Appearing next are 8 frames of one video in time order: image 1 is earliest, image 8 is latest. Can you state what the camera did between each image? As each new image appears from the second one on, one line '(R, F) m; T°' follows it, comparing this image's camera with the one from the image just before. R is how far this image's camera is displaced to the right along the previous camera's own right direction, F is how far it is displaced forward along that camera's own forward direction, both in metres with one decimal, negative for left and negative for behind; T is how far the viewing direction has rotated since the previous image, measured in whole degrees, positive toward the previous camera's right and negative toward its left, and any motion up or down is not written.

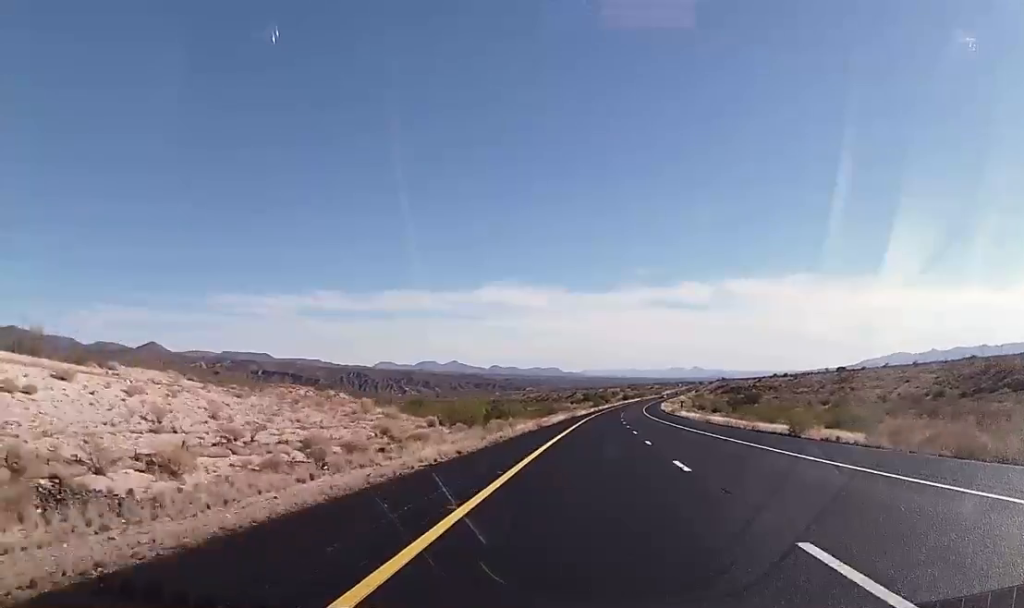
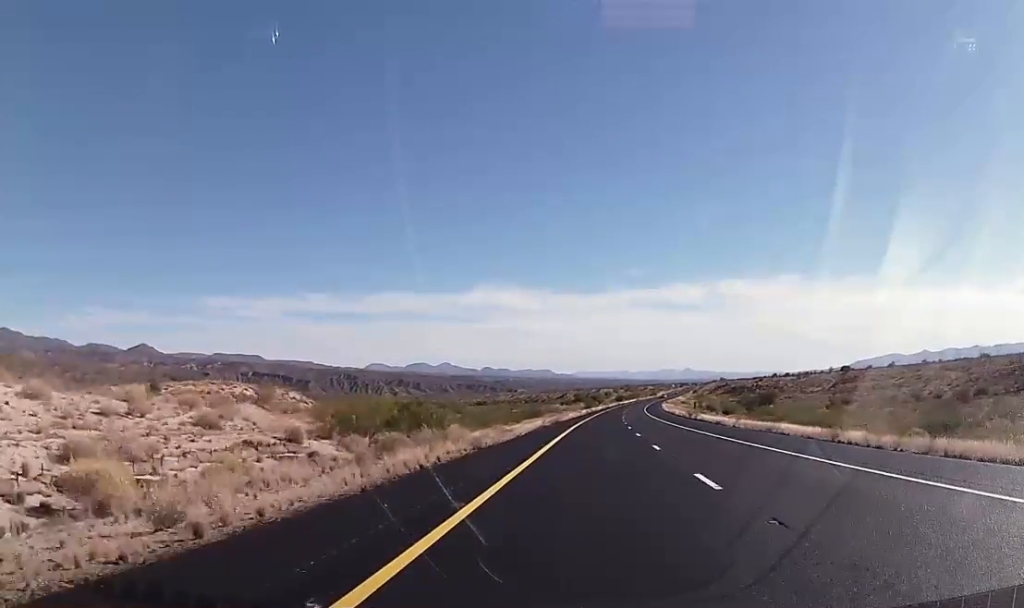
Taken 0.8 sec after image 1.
(-0.1, +27.8) m; +1°
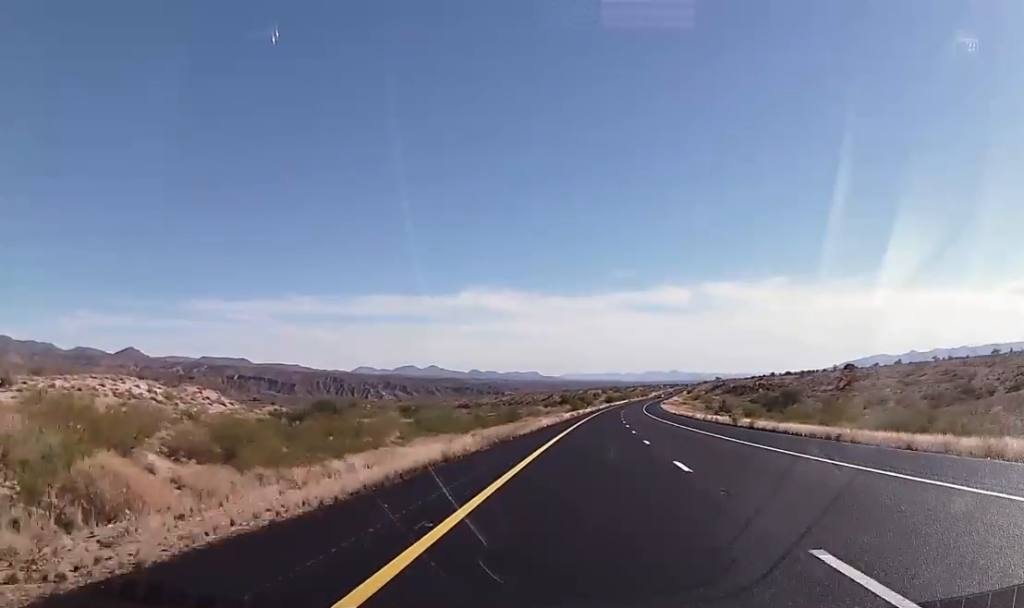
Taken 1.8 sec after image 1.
(+0.4, +33.3) m; +1°
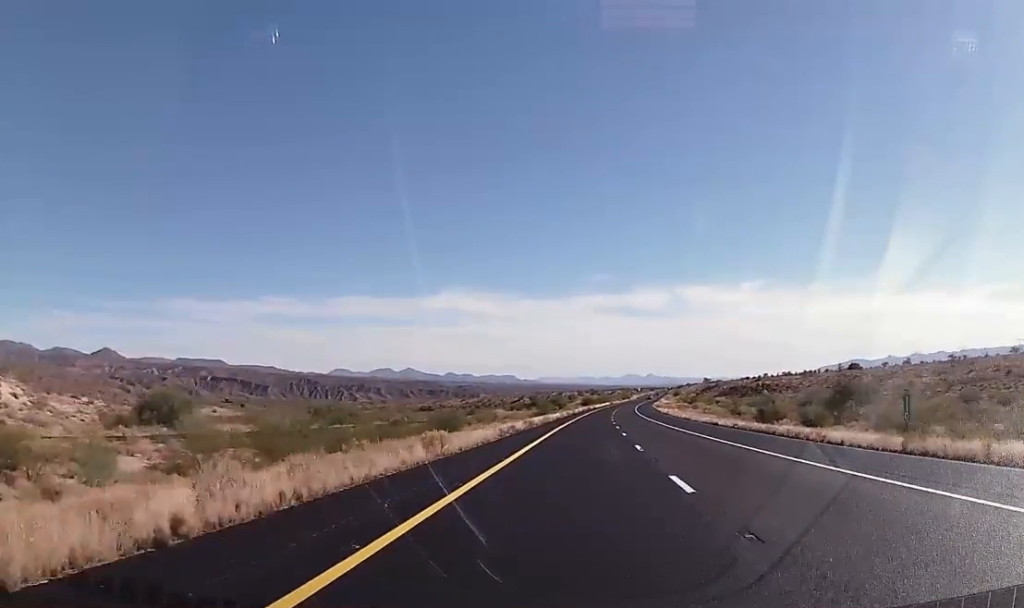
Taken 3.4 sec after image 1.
(+0.6, +52.1) m; +1°
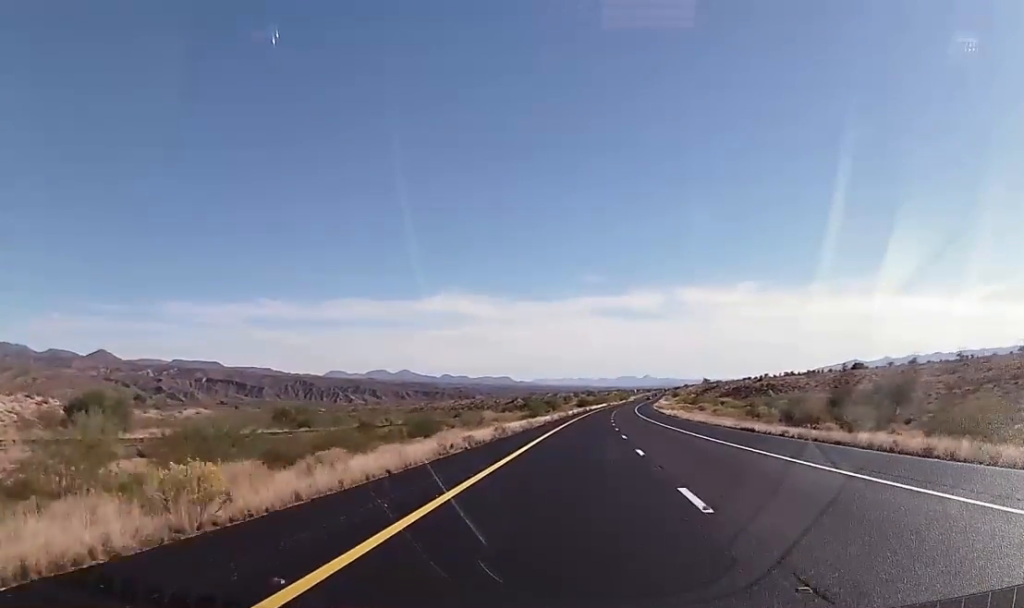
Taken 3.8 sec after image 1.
(0.0, +14.5) m; 0°
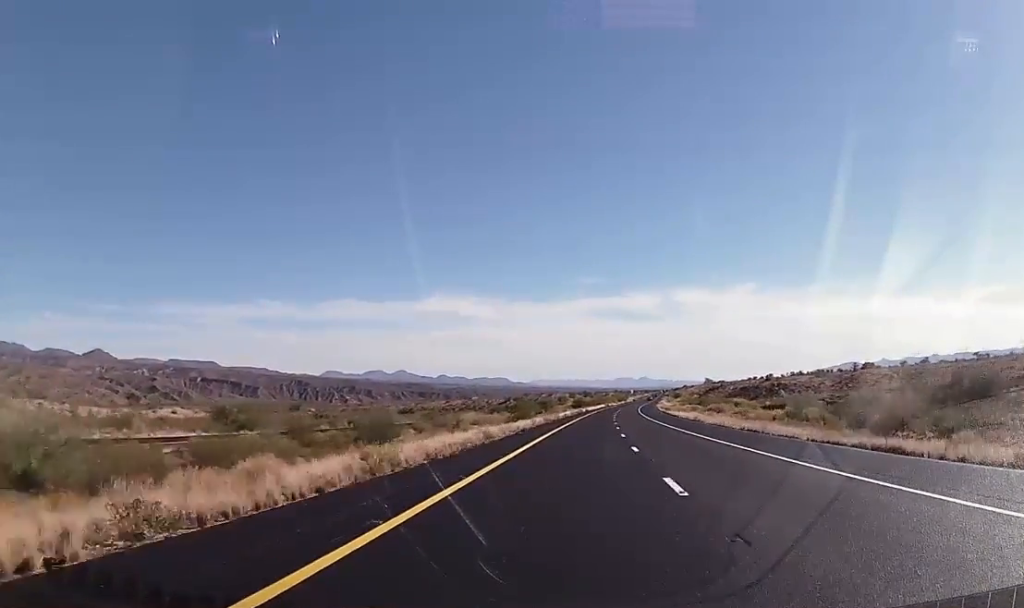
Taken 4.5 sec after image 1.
(+0.1, +22.3) m; +1°
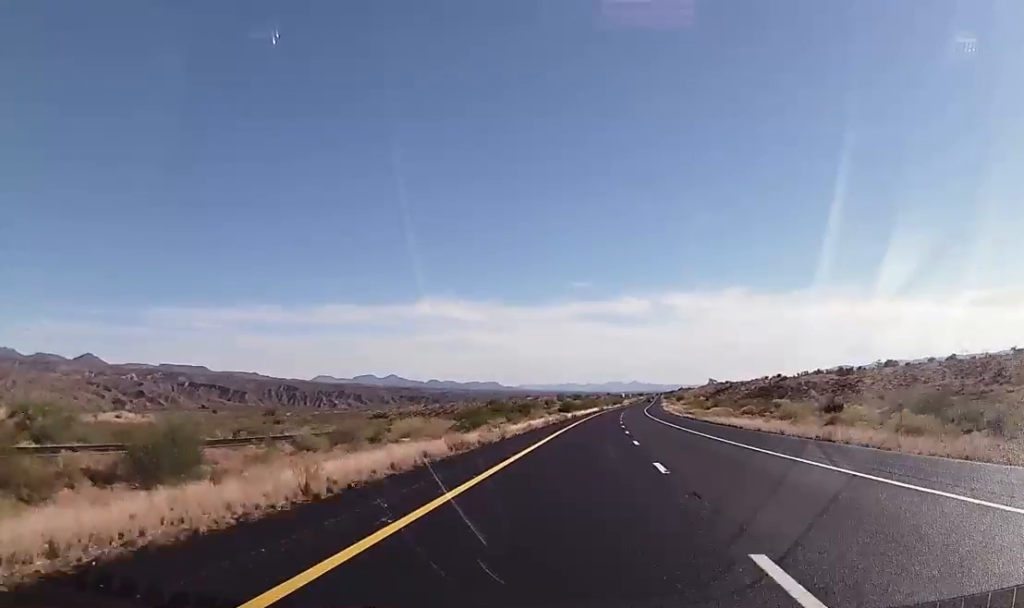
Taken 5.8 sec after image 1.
(+0.7, +44.6) m; +1°
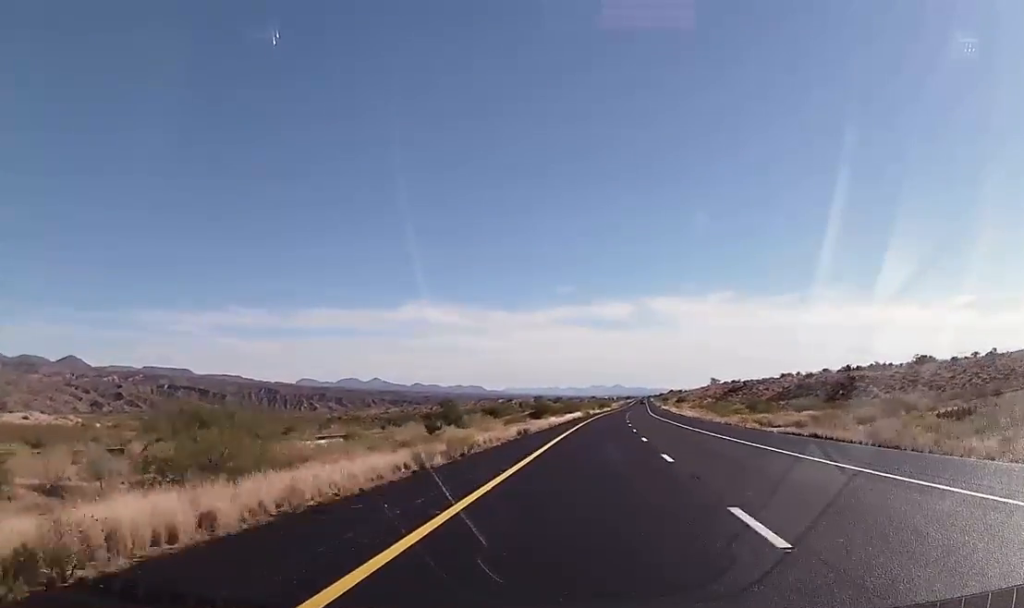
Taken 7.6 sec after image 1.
(+0.3, +58.0) m; 0°
